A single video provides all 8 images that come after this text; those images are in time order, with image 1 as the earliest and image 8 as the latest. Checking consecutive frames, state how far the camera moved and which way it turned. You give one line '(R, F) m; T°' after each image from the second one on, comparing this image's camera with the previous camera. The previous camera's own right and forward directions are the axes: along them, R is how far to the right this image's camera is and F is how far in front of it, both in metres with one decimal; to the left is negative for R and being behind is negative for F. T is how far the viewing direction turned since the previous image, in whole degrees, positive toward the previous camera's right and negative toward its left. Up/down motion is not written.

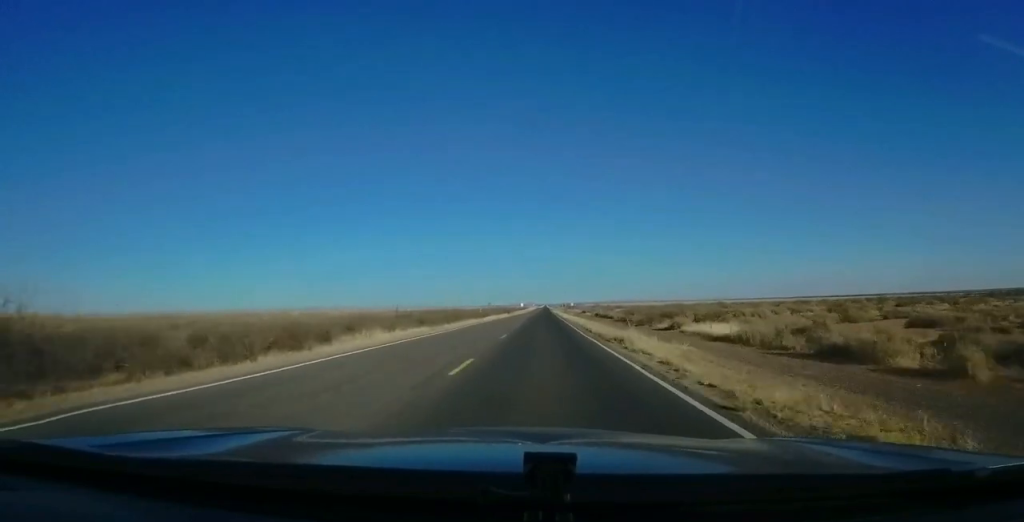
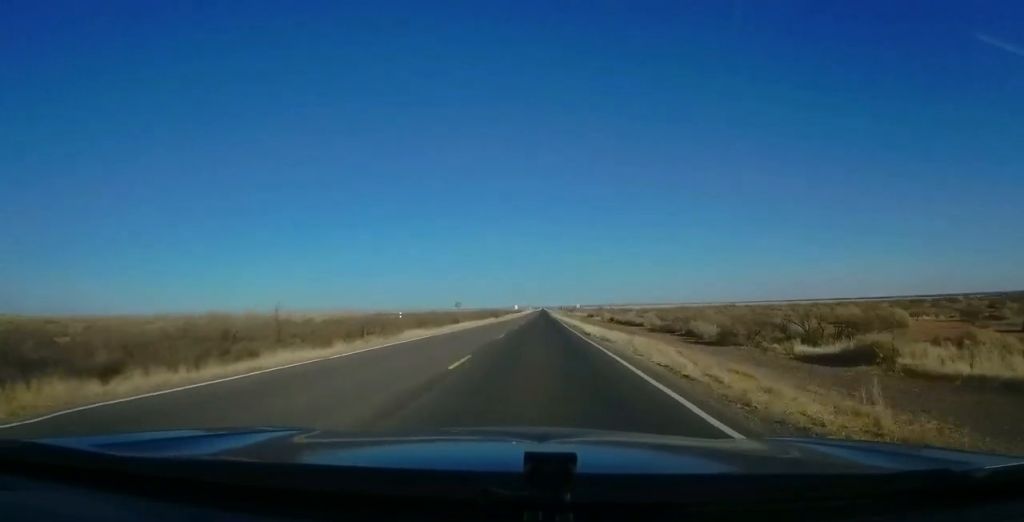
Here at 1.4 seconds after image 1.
(+0.7, +36.3) m; +1°
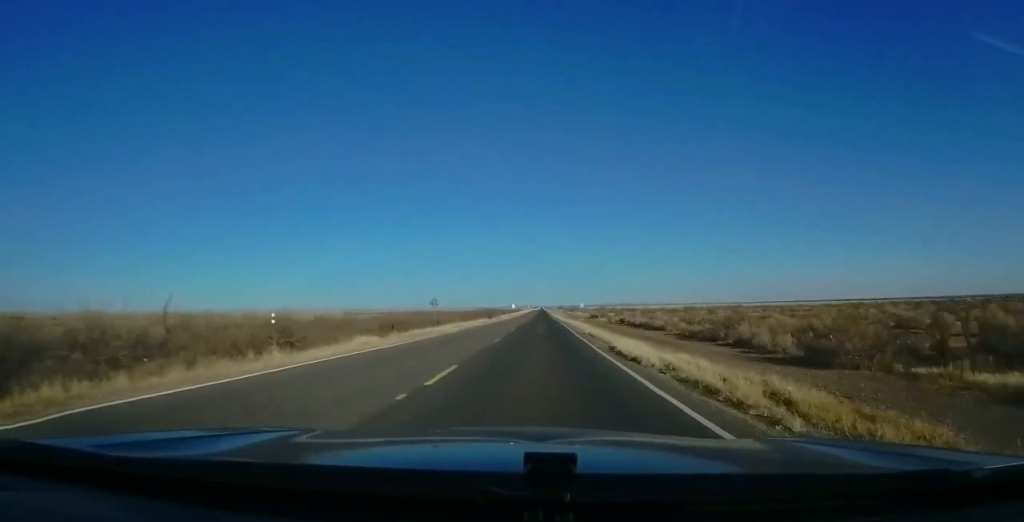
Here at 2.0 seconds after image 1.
(+0.1, +14.4) m; -1°
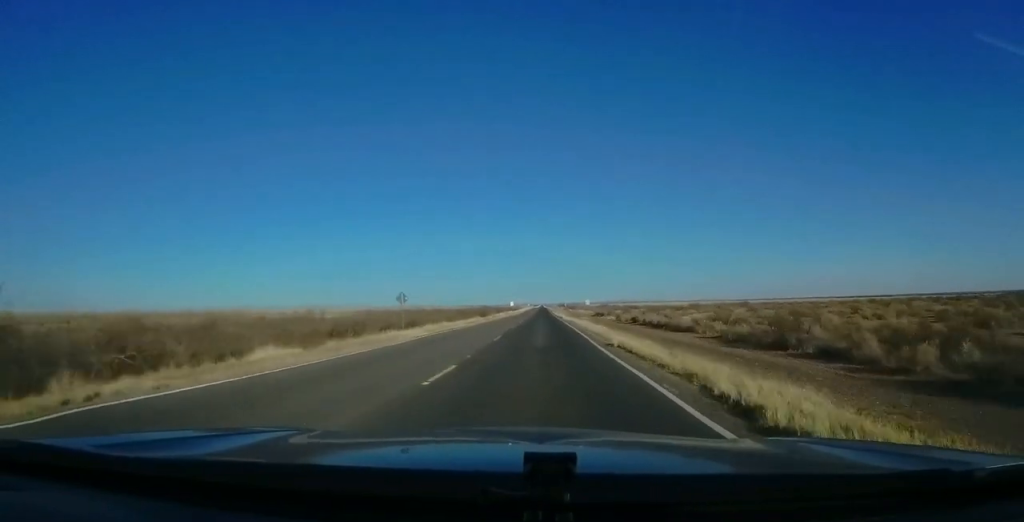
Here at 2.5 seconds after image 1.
(-0.3, +12.7) m; 0°
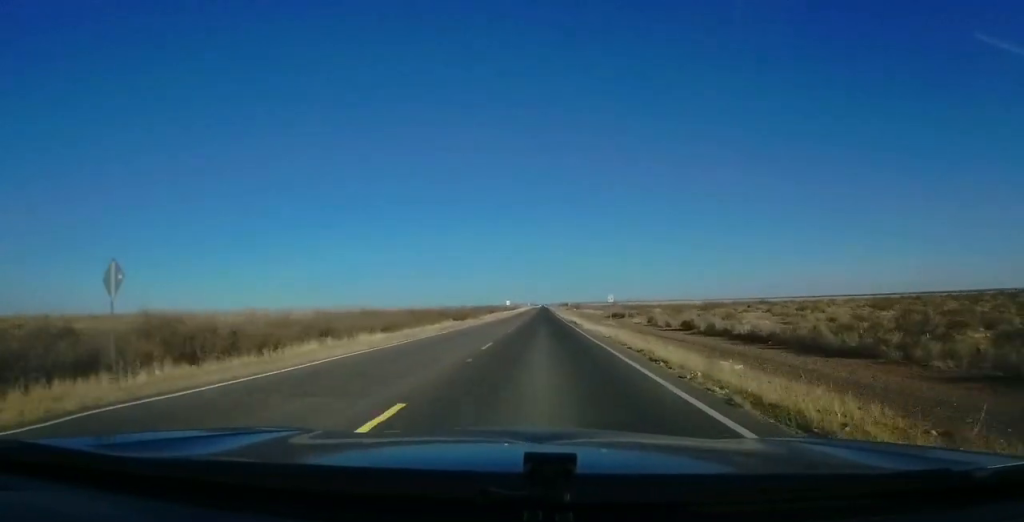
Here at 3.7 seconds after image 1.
(+0.2, +29.8) m; +1°
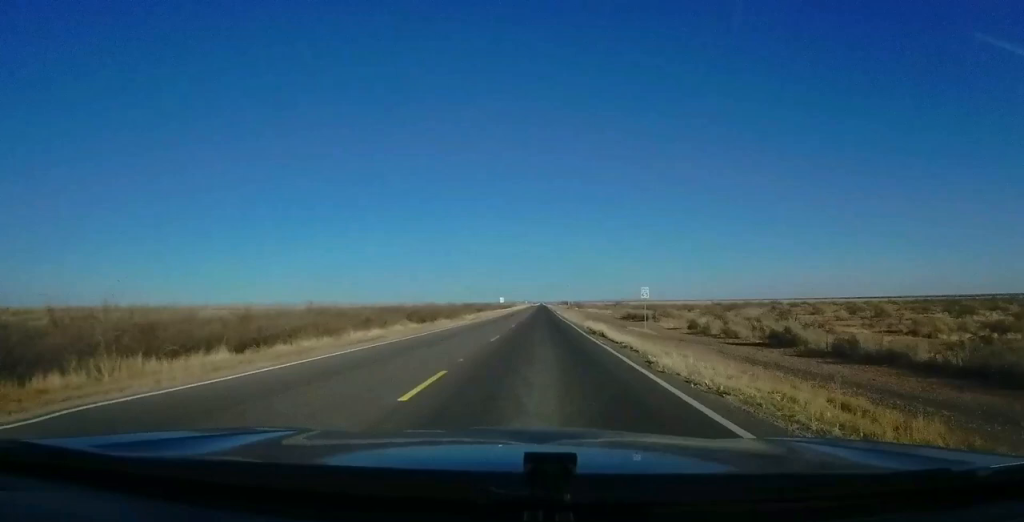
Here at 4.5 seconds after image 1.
(+0.1, +21.4) m; 0°
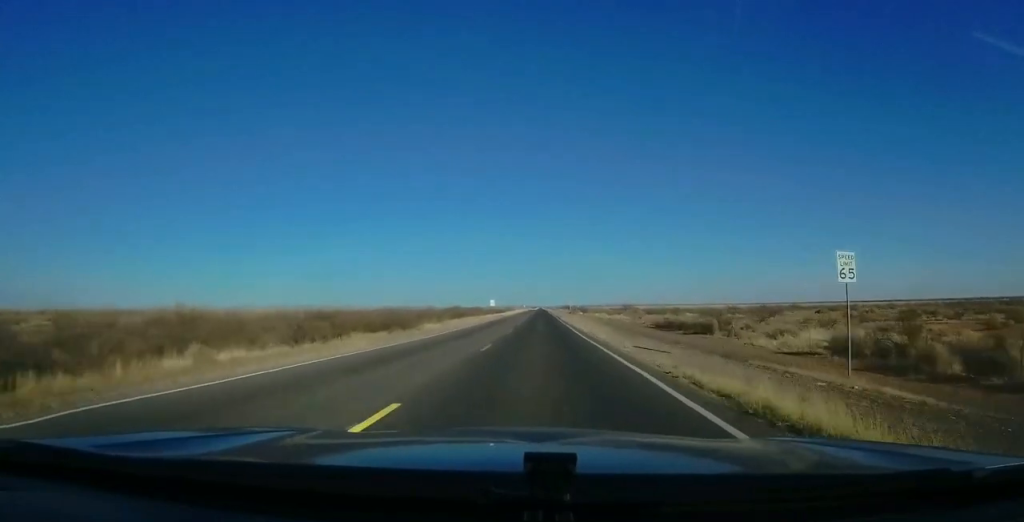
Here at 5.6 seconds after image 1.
(-0.1, +27.6) m; 0°
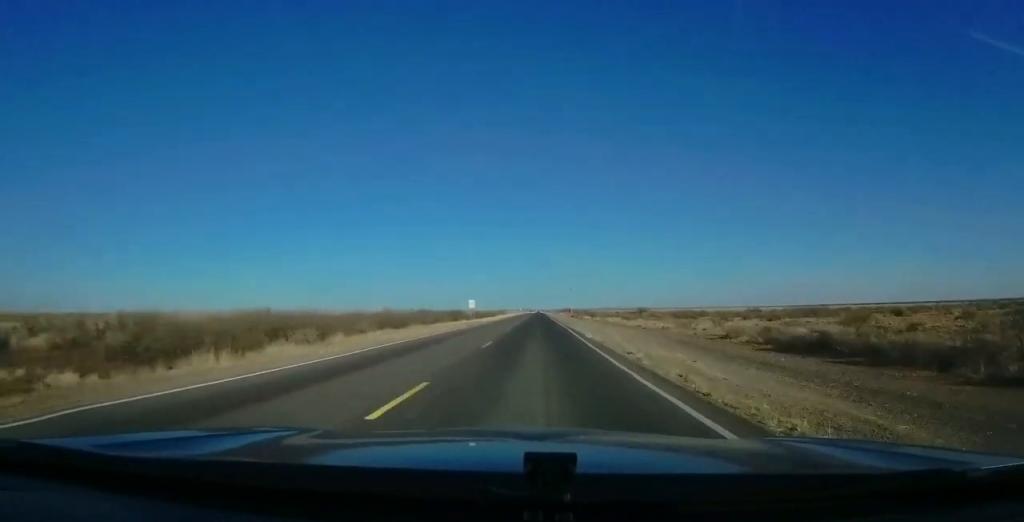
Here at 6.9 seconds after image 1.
(0.0, +34.4) m; 0°
